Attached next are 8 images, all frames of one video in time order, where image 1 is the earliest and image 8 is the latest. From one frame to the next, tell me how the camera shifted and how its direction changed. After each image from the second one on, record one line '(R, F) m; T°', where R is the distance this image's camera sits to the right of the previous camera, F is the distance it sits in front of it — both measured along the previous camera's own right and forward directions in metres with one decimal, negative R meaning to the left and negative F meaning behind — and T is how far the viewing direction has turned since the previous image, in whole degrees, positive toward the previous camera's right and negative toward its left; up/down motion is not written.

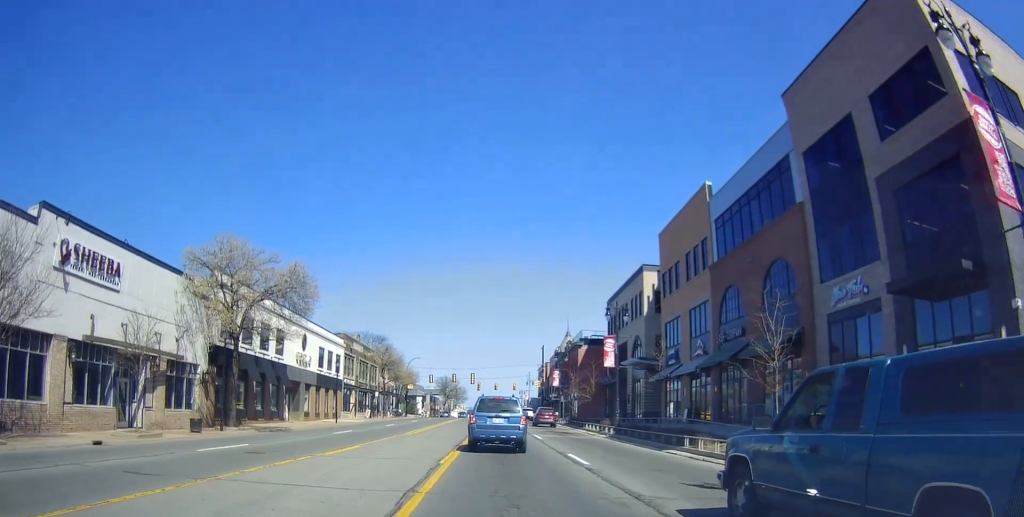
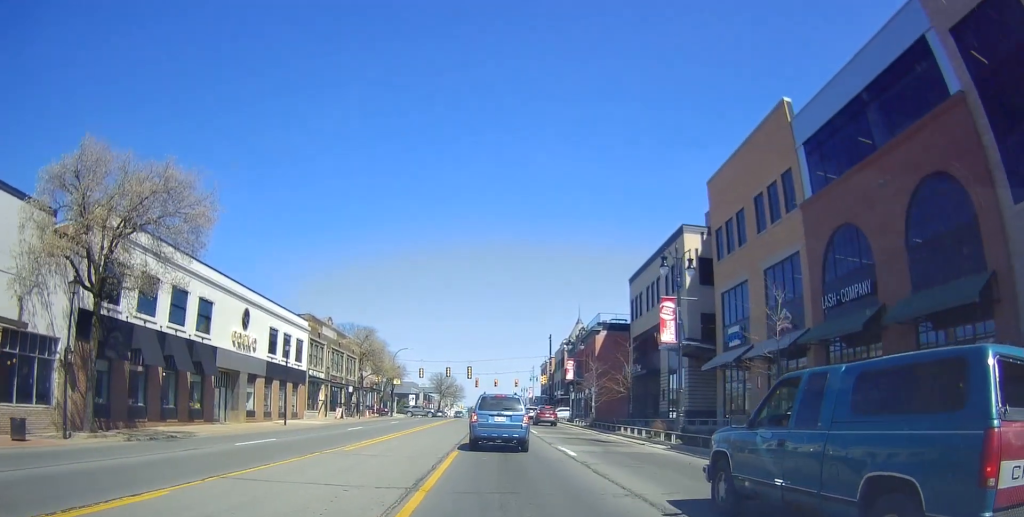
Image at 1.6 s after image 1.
(-0.4, +11.6) m; -3°
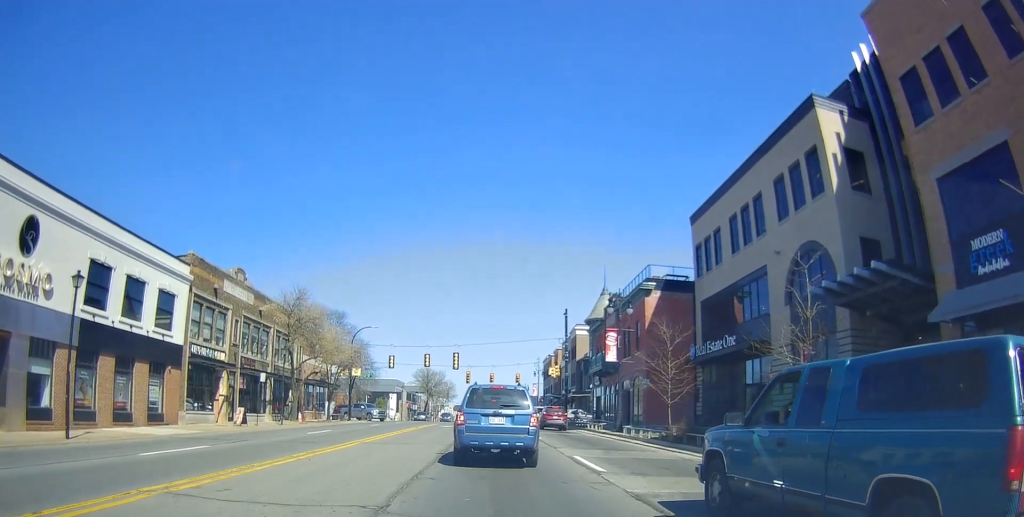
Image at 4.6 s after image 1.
(-0.2, +21.4) m; -2°
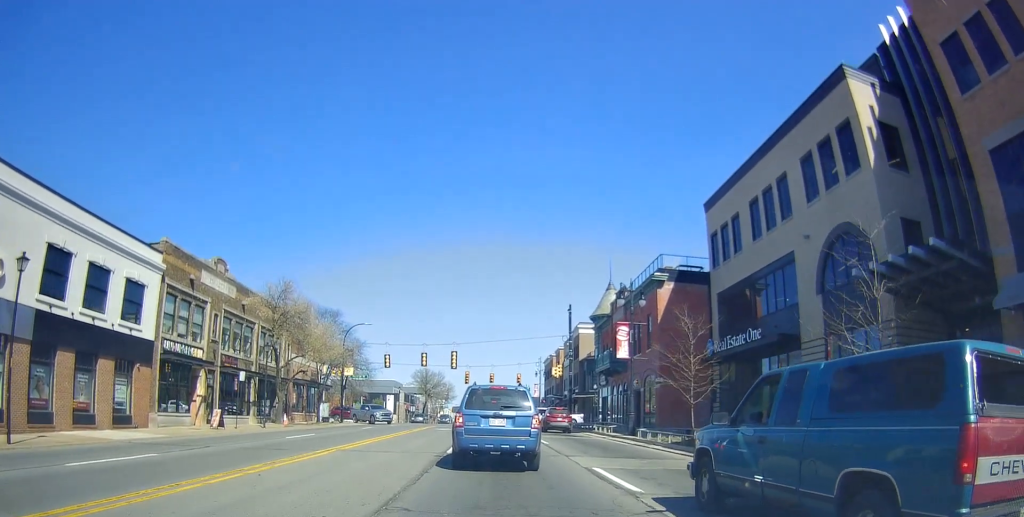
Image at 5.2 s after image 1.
(-0.1, +3.6) m; -1°
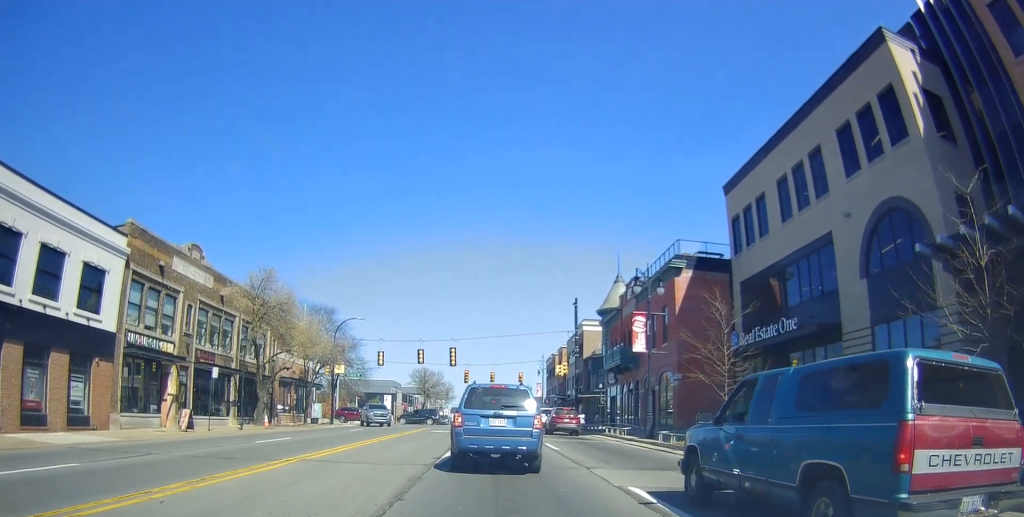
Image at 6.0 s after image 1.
(0.0, +3.9) m; +2°
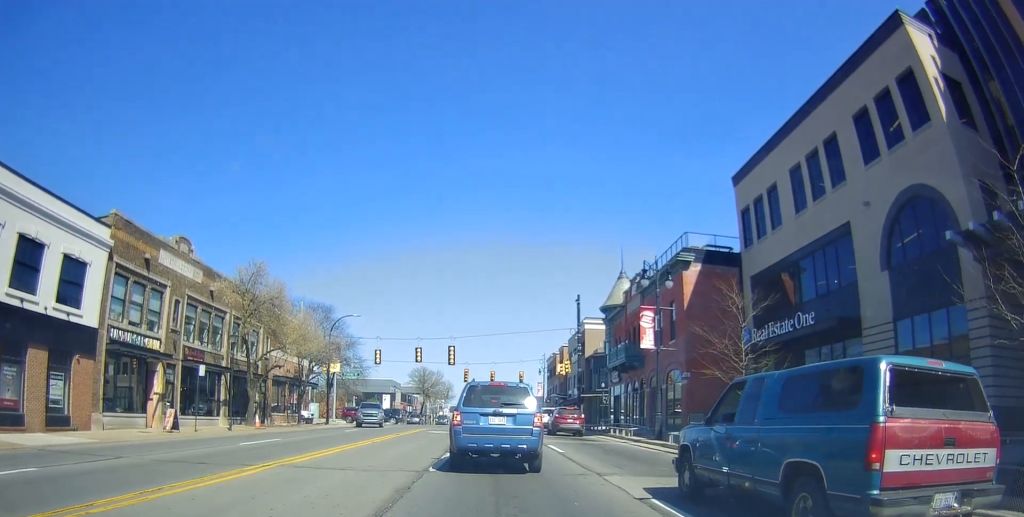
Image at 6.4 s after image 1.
(0.0, +1.7) m; +2°
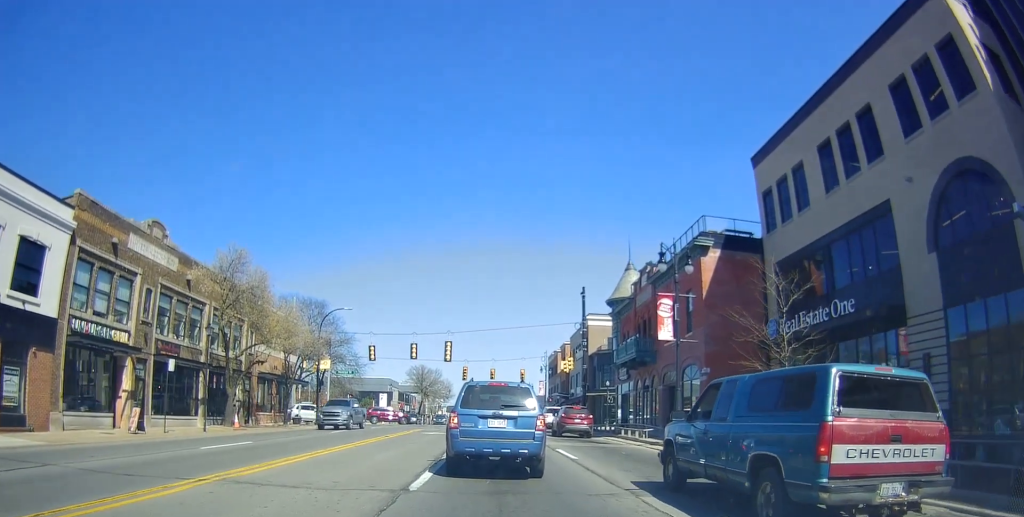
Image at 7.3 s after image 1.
(+0.1, +3.3) m; +5°
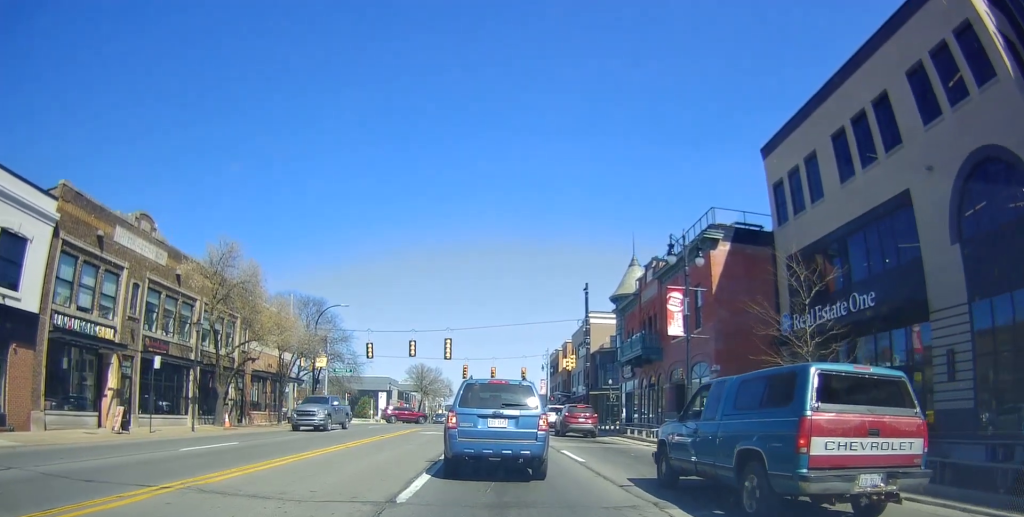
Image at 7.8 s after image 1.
(+0.2, +1.2) m; -2°
